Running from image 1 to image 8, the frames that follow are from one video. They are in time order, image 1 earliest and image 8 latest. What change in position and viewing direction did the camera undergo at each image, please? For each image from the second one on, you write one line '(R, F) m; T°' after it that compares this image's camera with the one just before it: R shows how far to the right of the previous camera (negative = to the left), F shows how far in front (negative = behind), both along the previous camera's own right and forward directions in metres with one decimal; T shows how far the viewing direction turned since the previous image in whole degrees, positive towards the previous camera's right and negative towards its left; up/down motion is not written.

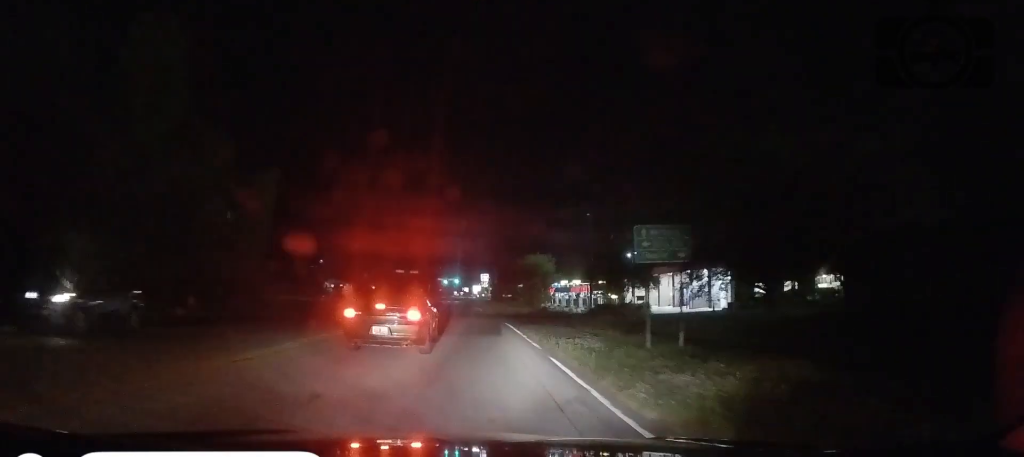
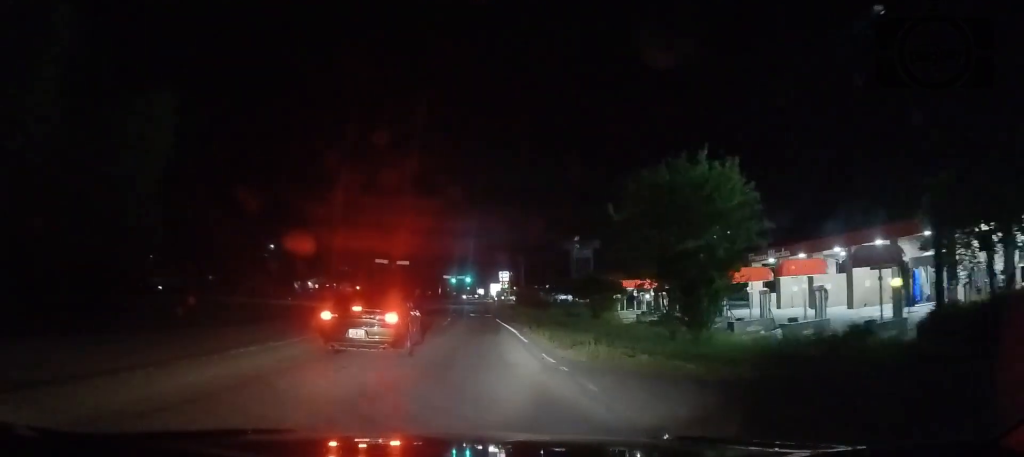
(-0.5, +37.5) m; -1°
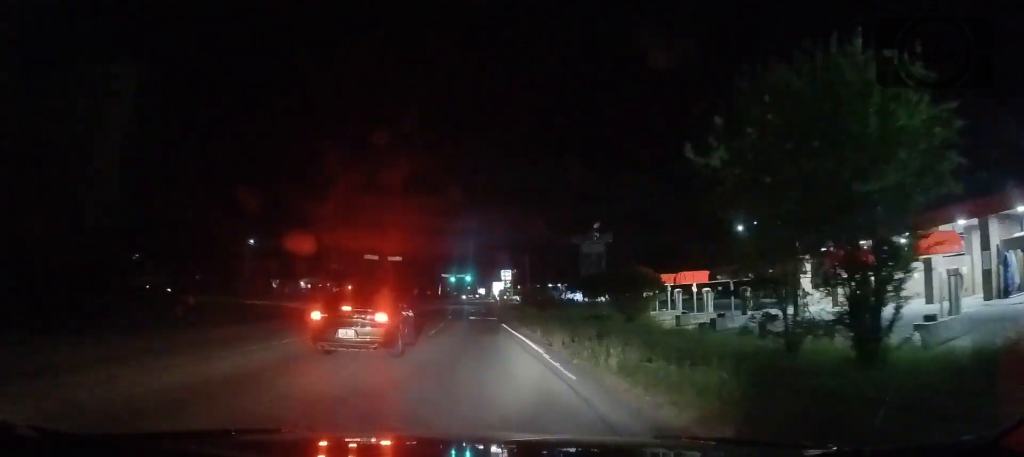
(0.0, +7.6) m; 0°
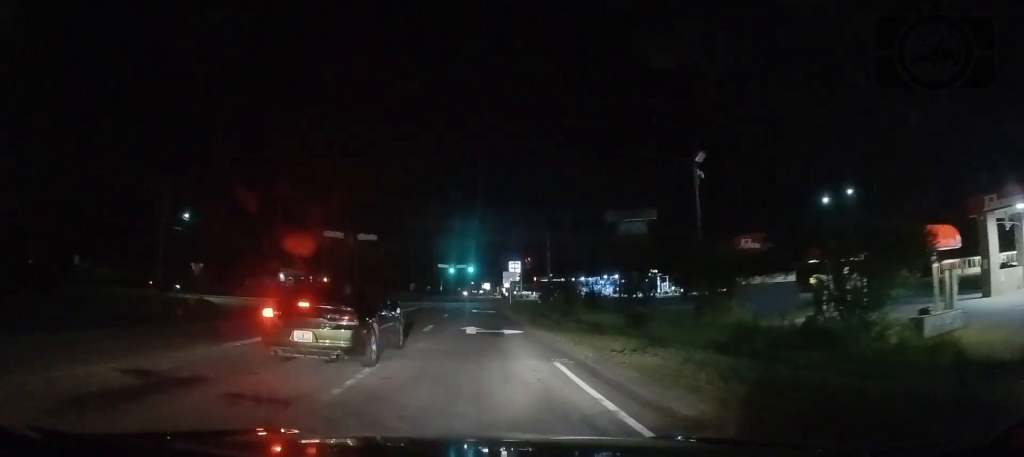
(-0.1, +17.3) m; -1°
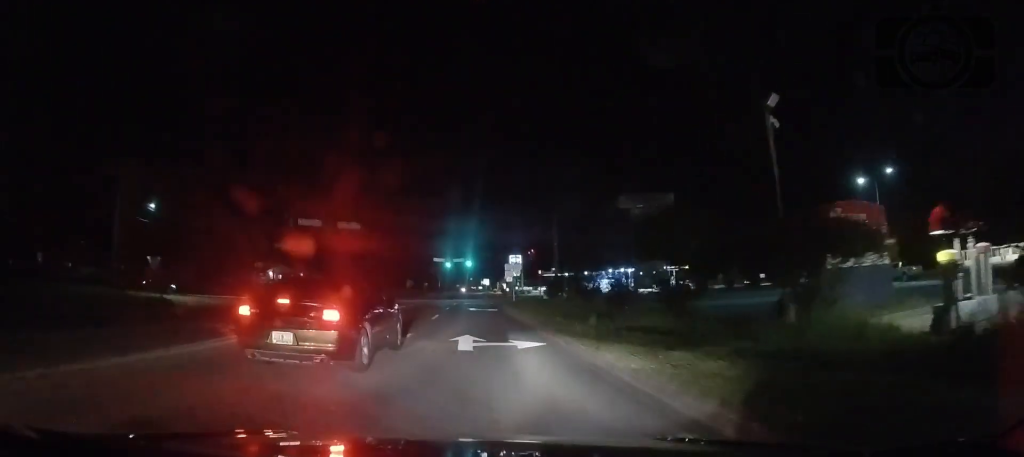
(0.0, +5.9) m; 0°
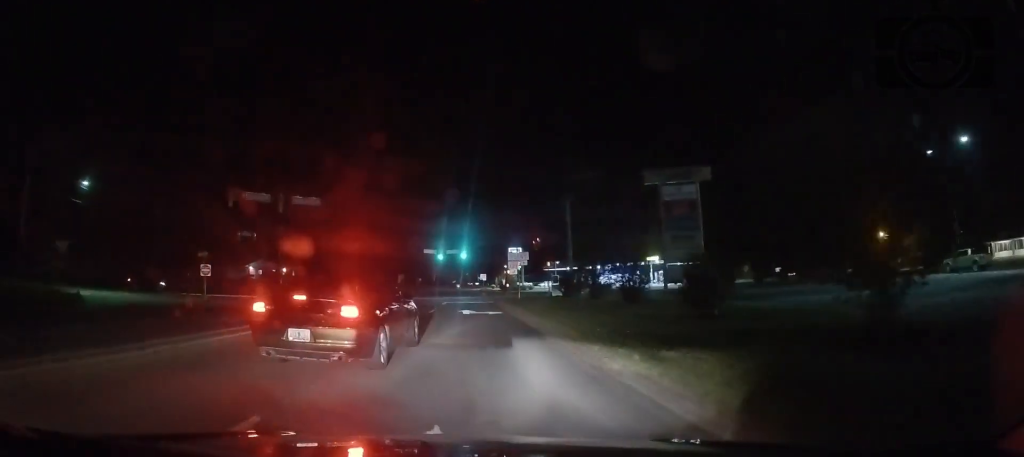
(0.0, +9.8) m; +2°
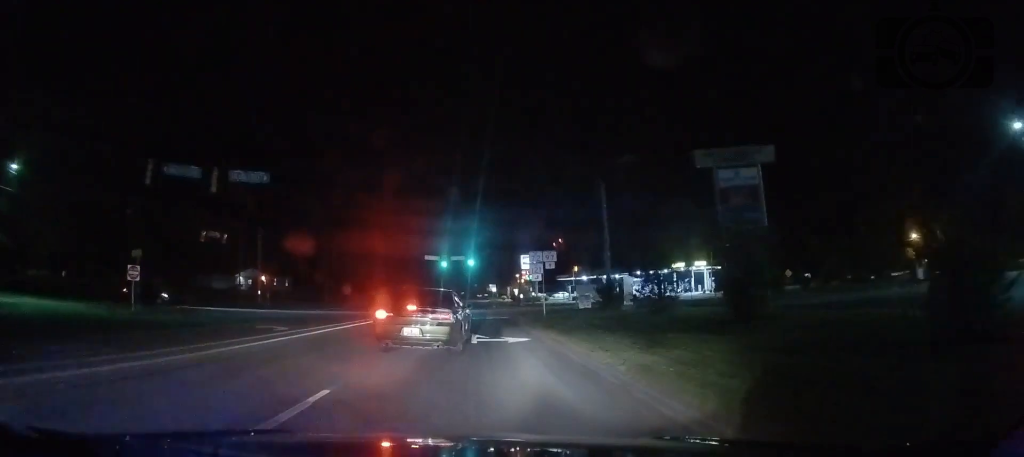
(+0.6, +11.6) m; +3°
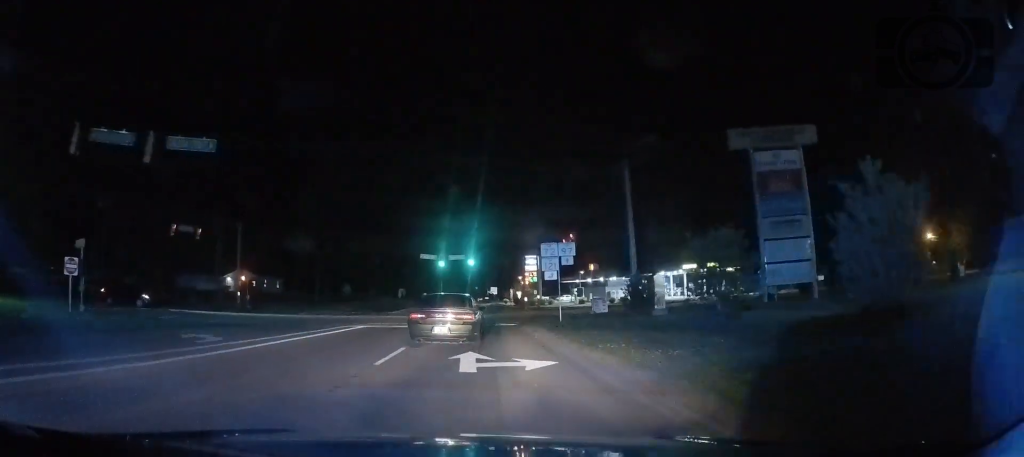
(0.0, +5.6) m; -1°
